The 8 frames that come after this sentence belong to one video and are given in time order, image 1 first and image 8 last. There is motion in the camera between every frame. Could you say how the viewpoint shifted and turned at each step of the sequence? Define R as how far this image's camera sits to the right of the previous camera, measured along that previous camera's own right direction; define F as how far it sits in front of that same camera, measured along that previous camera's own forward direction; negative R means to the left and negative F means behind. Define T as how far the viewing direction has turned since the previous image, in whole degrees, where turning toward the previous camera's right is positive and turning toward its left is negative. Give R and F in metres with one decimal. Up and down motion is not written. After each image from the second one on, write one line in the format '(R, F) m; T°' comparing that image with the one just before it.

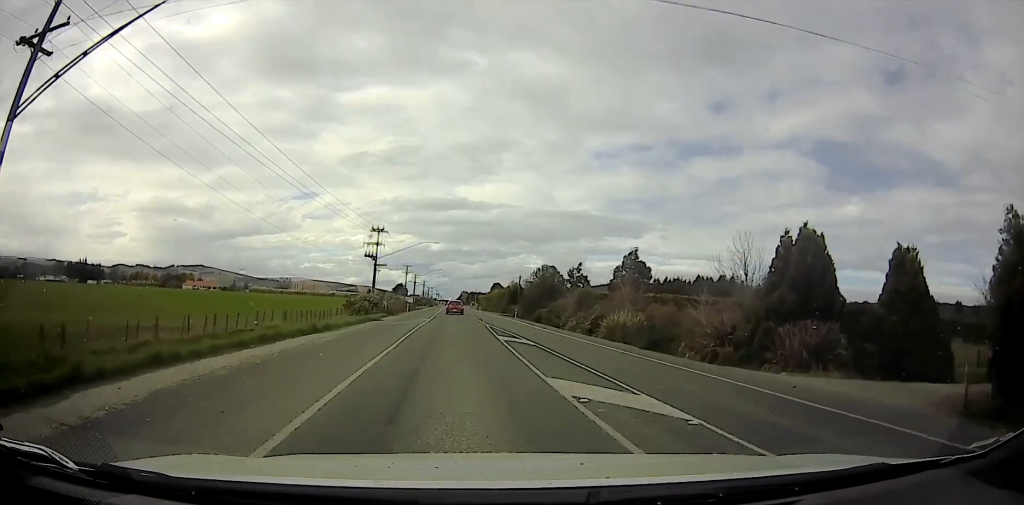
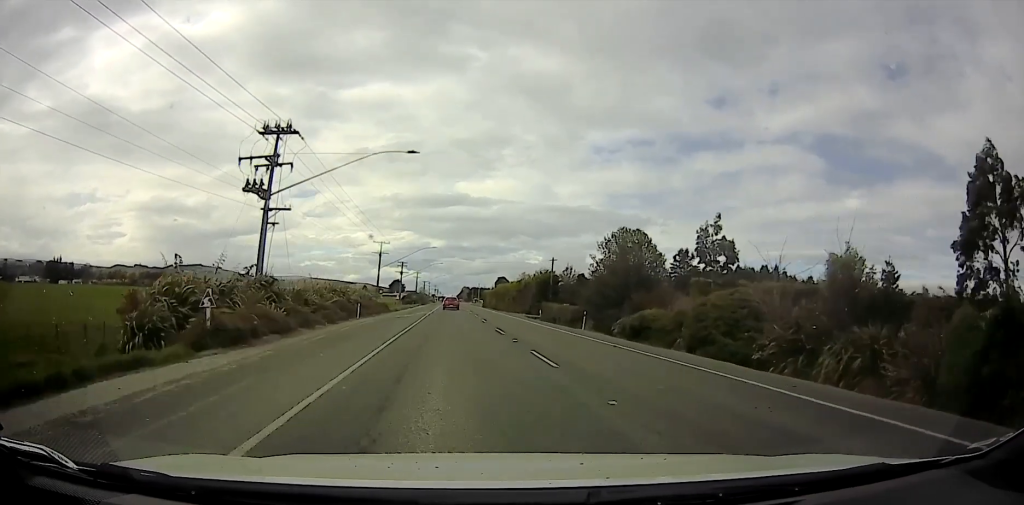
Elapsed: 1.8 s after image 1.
(-0.5, +36.3) m; -1°
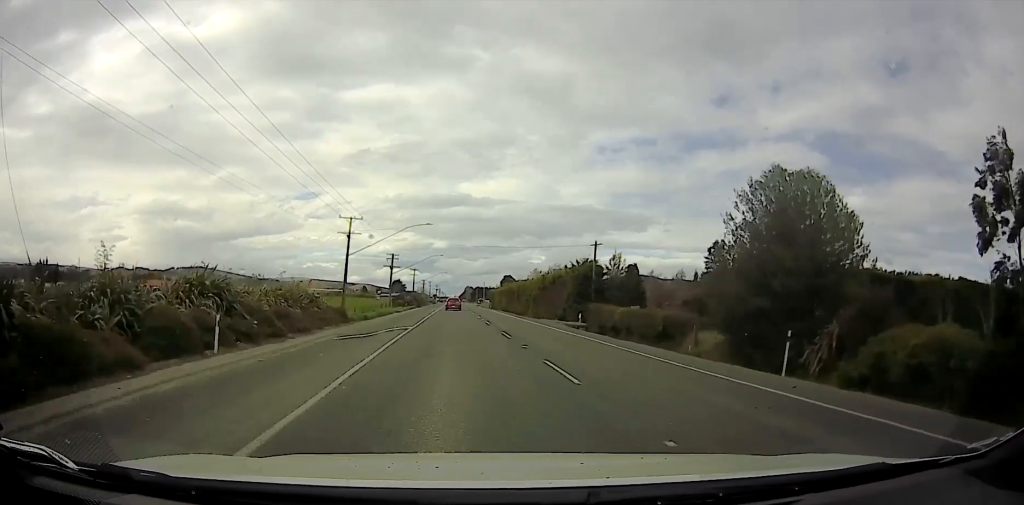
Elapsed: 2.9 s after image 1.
(+0.3, +18.6) m; +2°
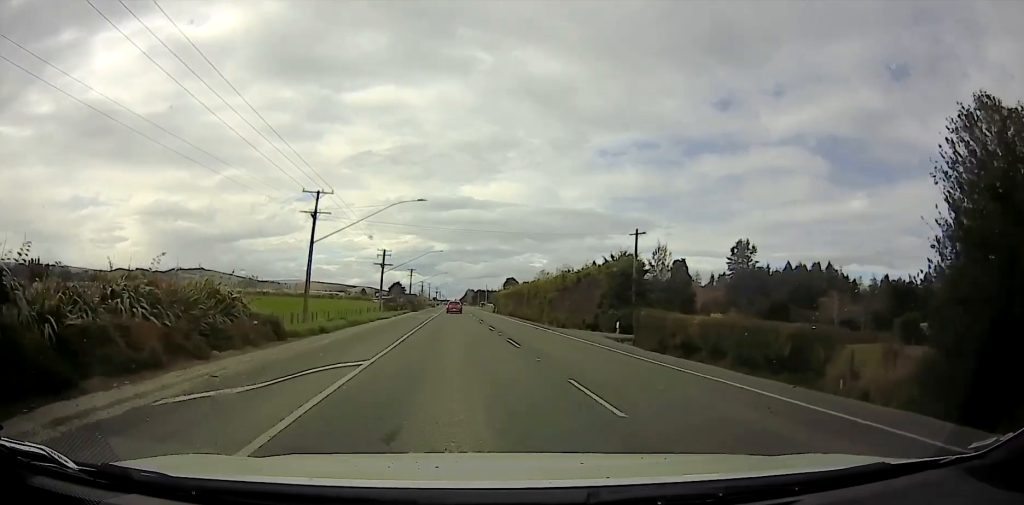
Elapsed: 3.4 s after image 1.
(+0.1, +9.9) m; +1°
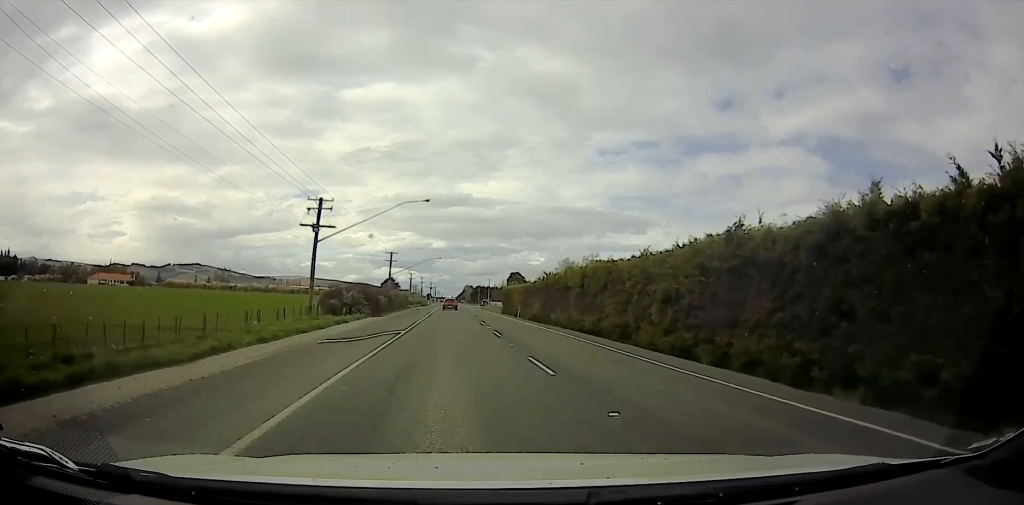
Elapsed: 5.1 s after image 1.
(-0.2, +29.7) m; -1°
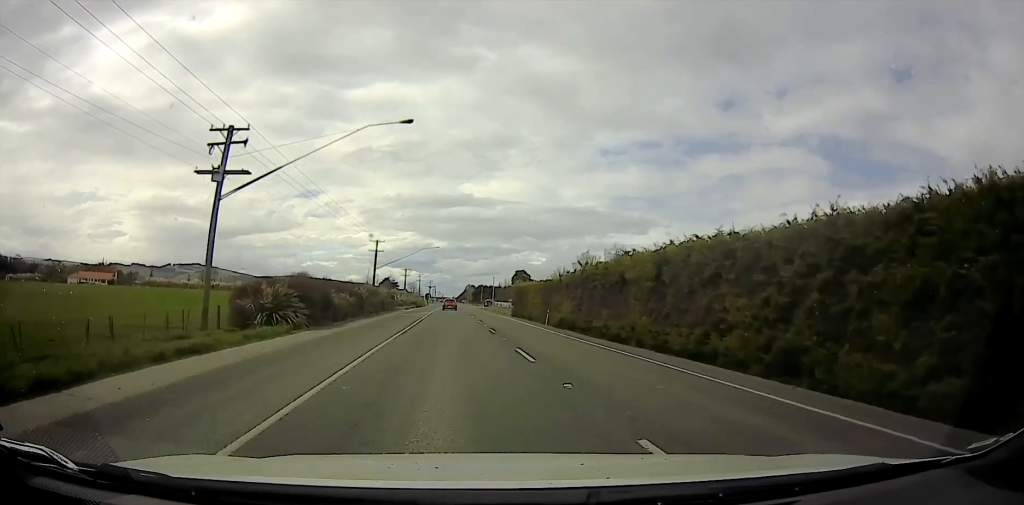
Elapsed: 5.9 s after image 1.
(0.0, +14.8) m; 0°
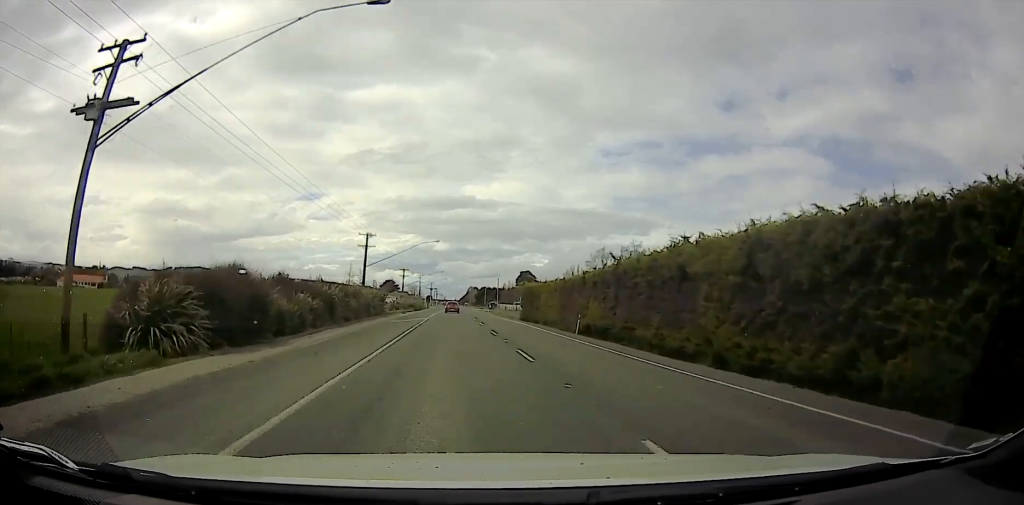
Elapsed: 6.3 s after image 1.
(0.0, +8.1) m; 0°
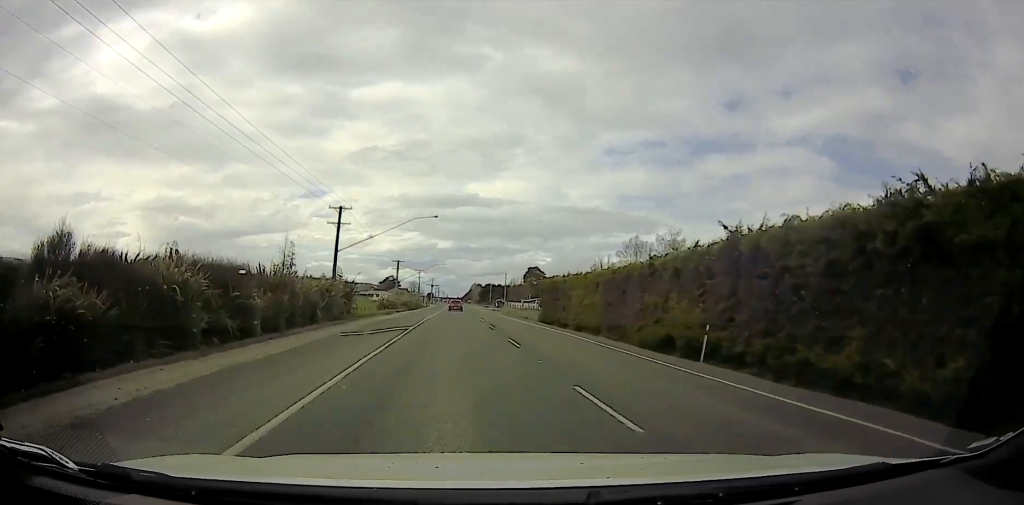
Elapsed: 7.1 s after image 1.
(0.0, +13.9) m; -1°
